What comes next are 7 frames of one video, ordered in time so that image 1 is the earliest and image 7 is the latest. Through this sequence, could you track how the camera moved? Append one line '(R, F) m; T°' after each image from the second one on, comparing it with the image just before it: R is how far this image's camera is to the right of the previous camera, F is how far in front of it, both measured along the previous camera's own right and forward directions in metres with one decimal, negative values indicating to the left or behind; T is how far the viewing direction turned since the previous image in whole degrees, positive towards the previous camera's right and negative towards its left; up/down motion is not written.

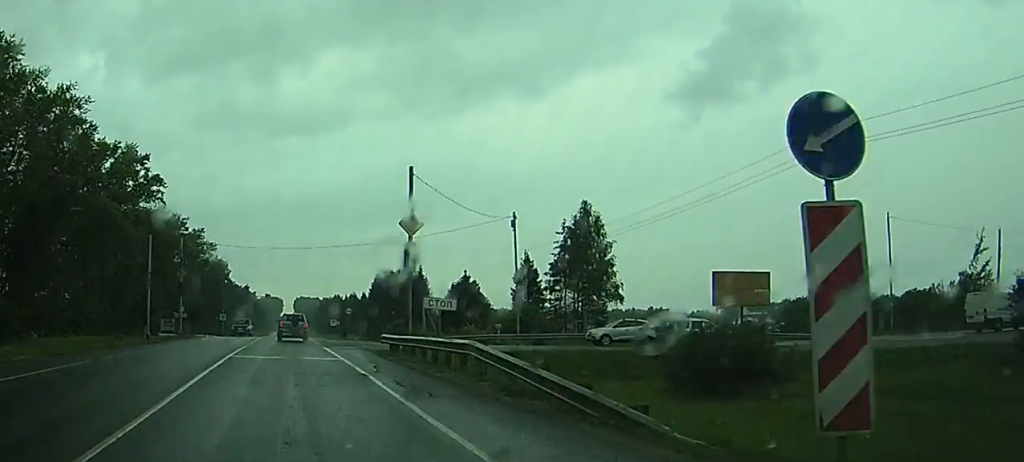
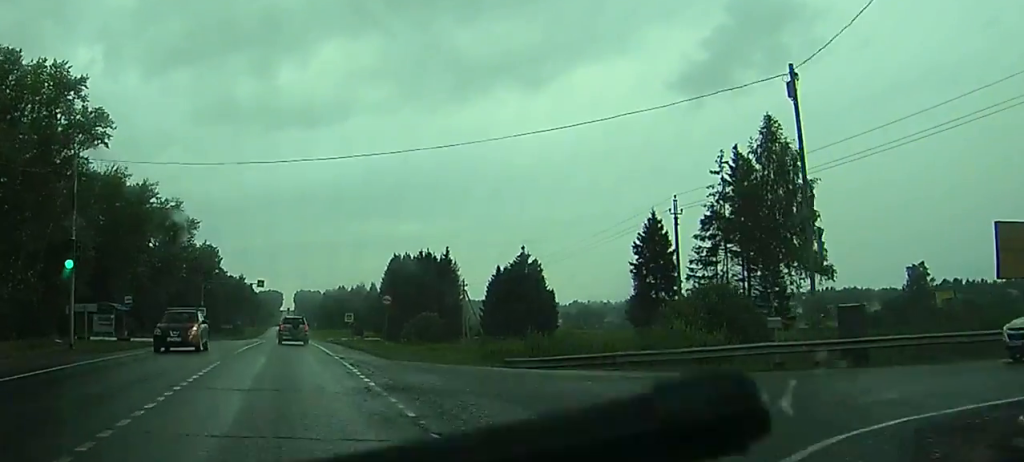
(+0.1, +35.7) m; 0°
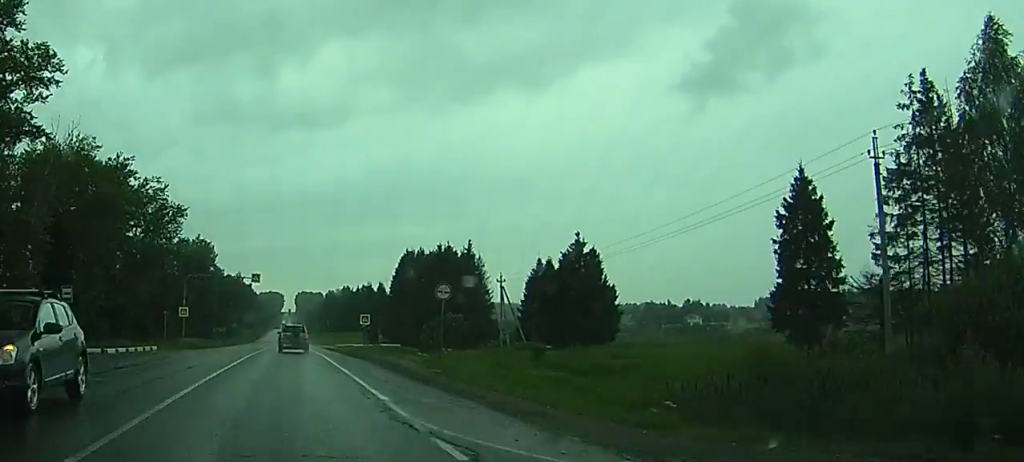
(+0.1, +20.3) m; 0°
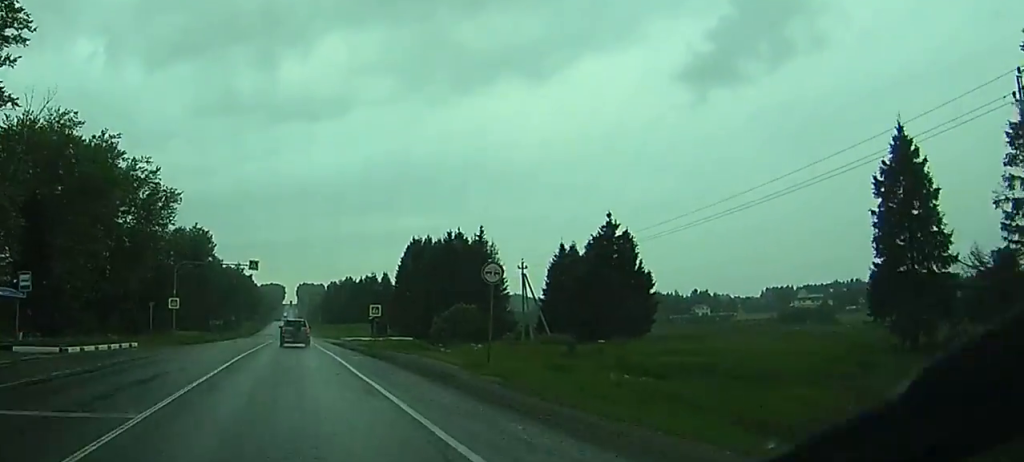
(+0.1, +8.6) m; 0°
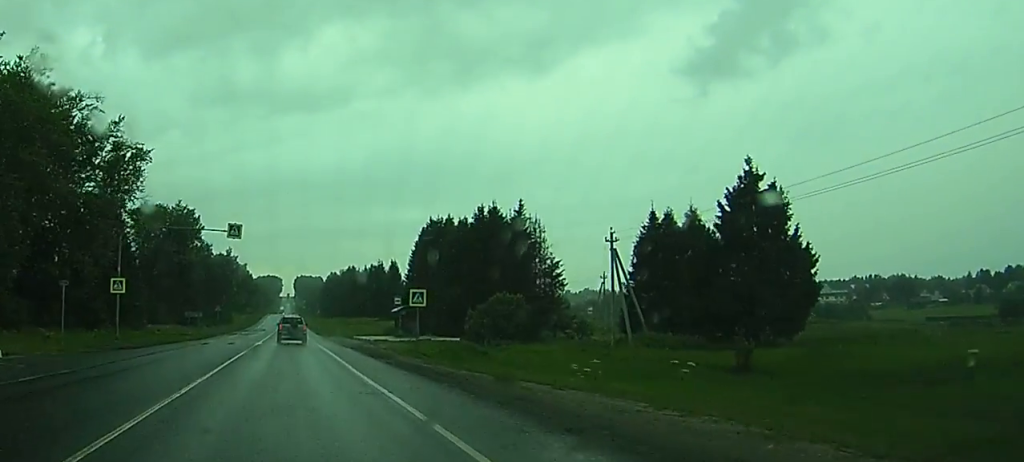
(-0.2, +25.7) m; 0°
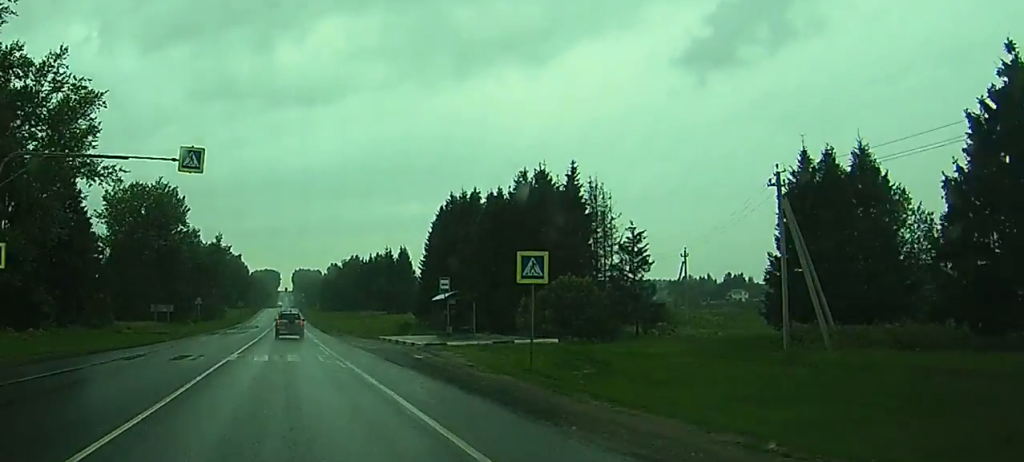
(+0.1, +23.4) m; 0°
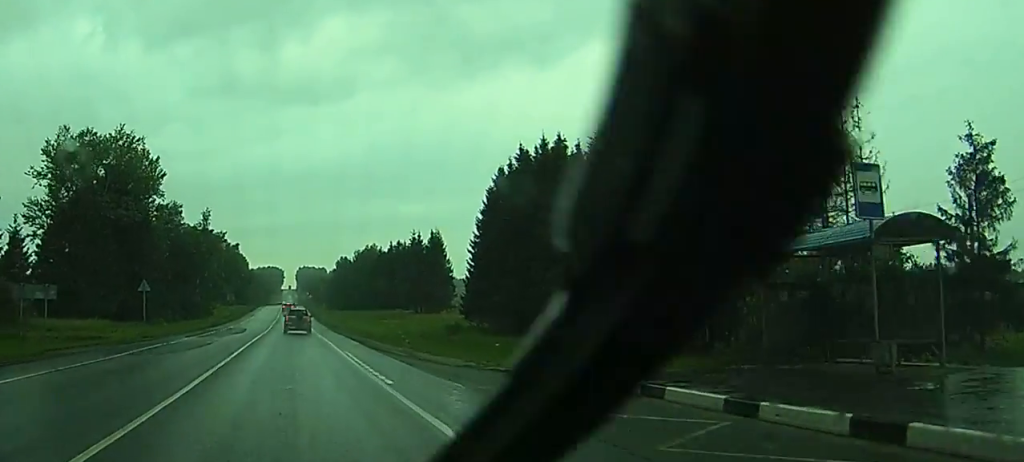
(-0.2, +38.6) m; 0°
